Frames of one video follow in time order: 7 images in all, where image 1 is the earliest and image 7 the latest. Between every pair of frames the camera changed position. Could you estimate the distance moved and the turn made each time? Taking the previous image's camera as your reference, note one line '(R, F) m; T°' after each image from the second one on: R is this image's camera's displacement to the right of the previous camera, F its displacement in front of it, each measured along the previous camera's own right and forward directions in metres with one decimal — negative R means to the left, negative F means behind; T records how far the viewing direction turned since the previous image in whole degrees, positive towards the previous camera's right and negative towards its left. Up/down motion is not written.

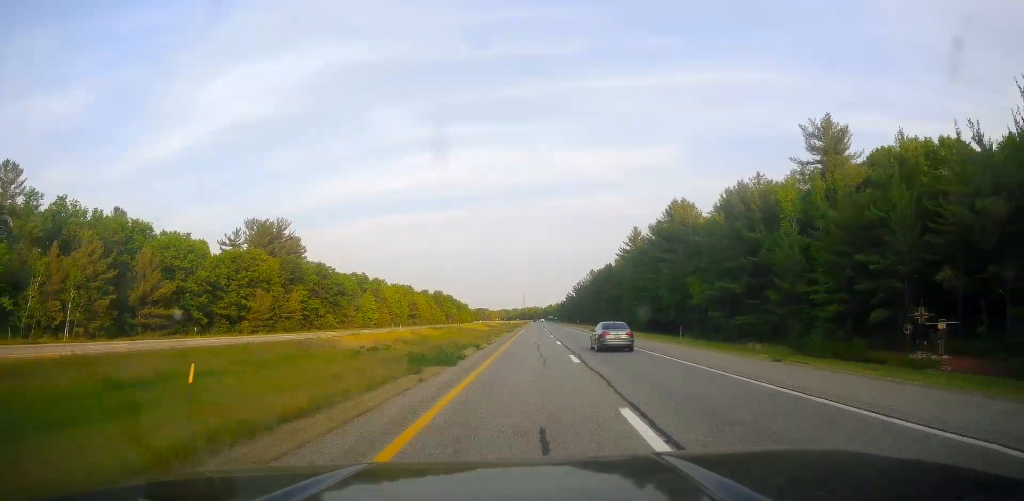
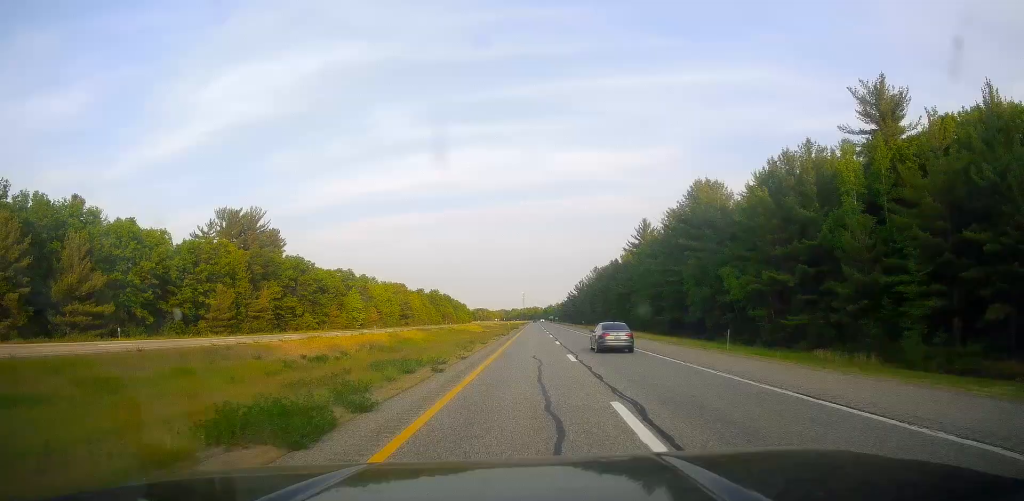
(0.0, +14.4) m; 0°
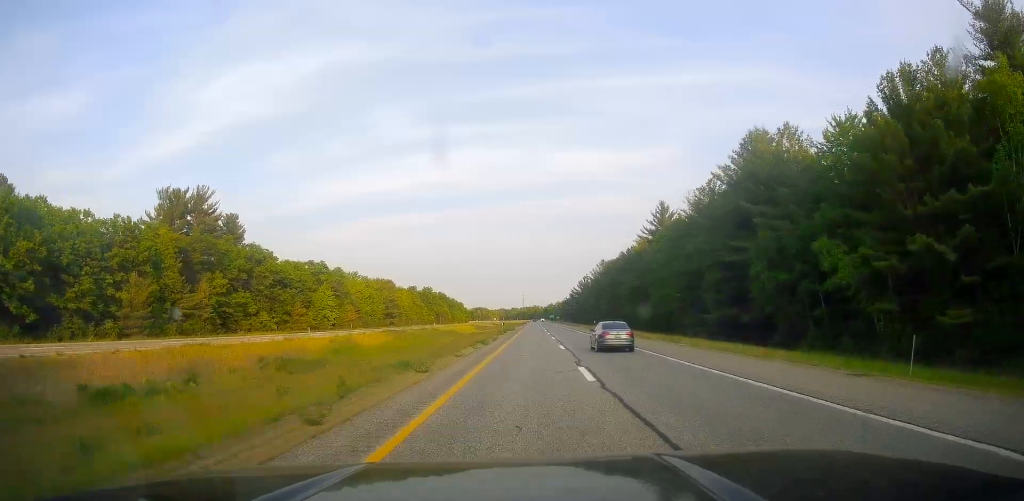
(-0.1, +22.8) m; 0°
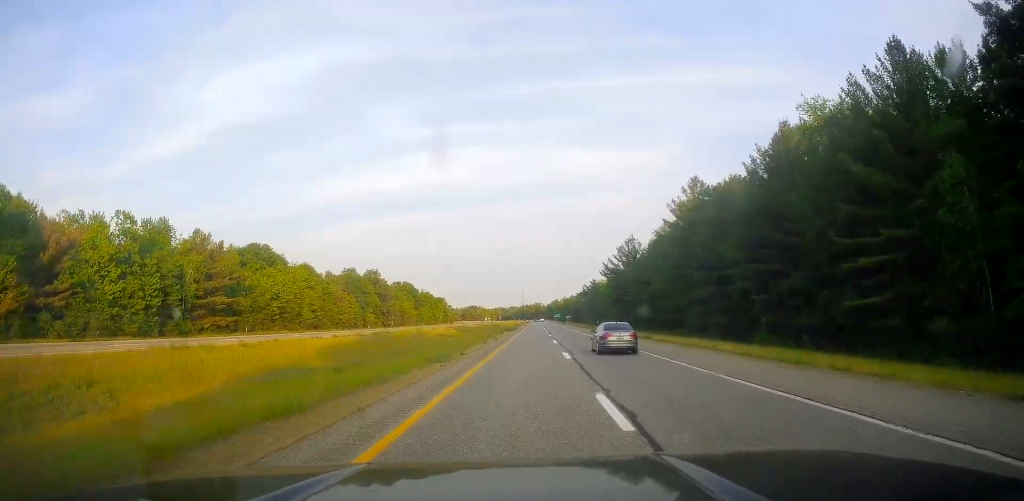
(+2.7, +113.8) m; +2°
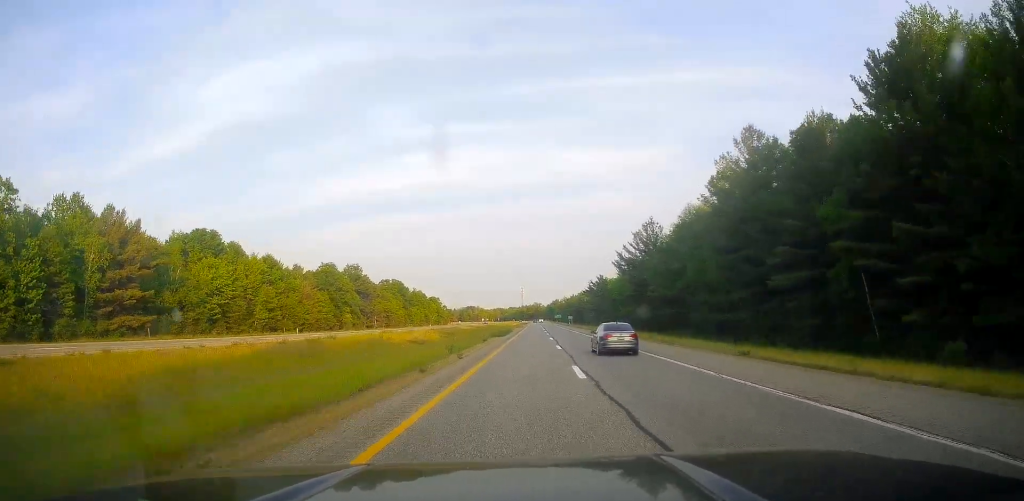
(-0.1, +22.8) m; 0°
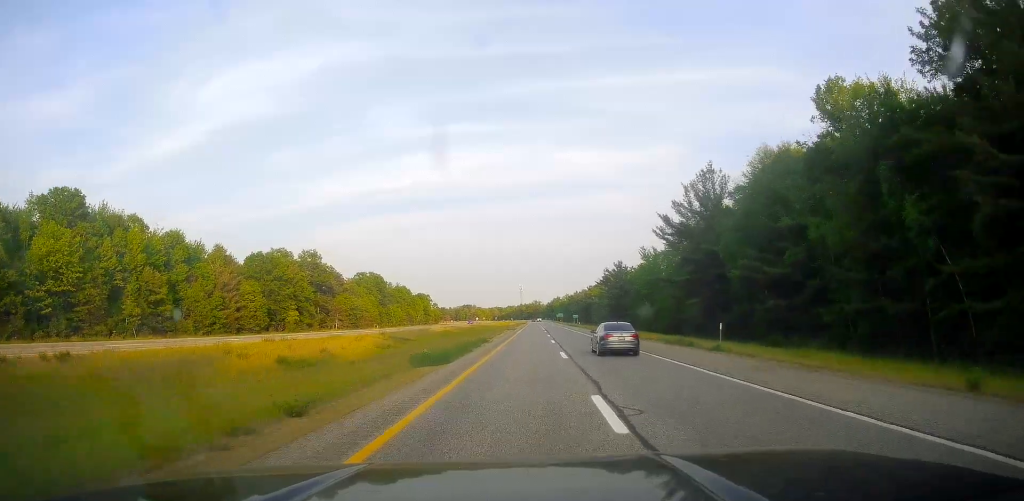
(-0.2, +38.3) m; 0°
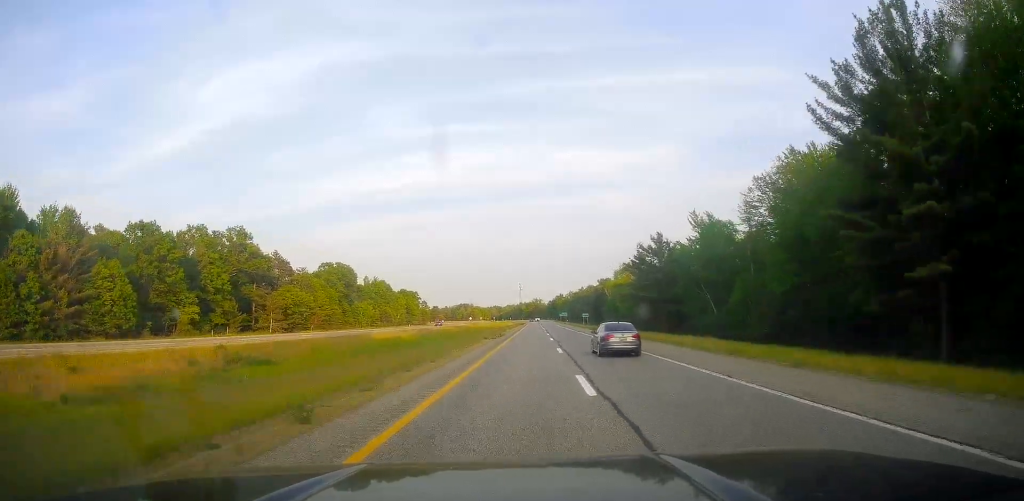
(0.0, +42.0) m; 0°
